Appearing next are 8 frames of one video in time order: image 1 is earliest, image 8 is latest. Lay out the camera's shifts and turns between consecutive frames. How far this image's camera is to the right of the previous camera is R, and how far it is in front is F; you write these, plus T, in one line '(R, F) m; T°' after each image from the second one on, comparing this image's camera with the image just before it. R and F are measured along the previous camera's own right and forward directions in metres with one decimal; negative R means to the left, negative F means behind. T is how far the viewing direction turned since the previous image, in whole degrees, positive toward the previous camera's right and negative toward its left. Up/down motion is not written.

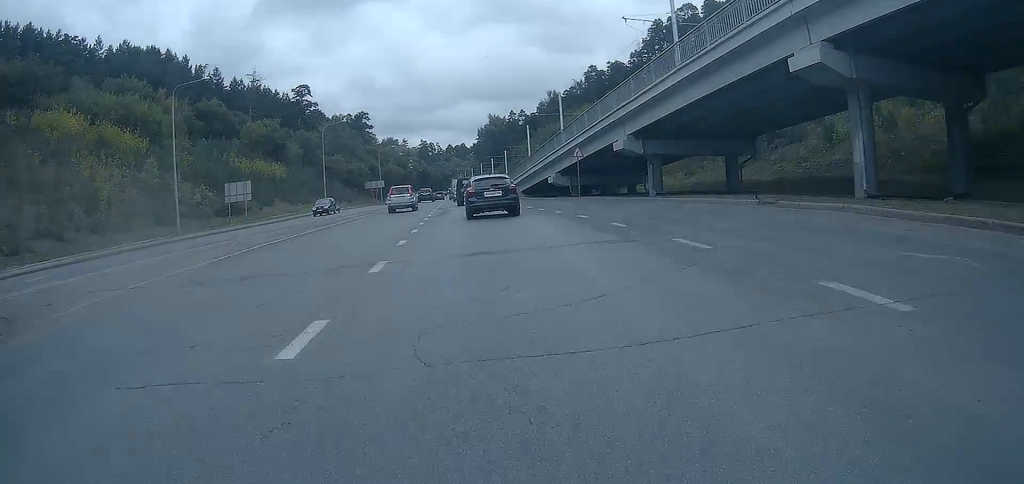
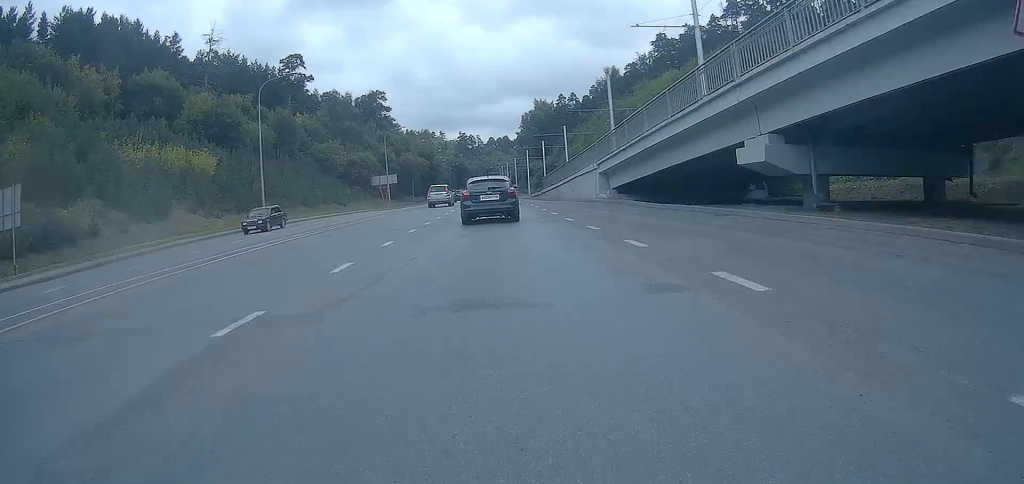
(-2.5, +35.3) m; -8°
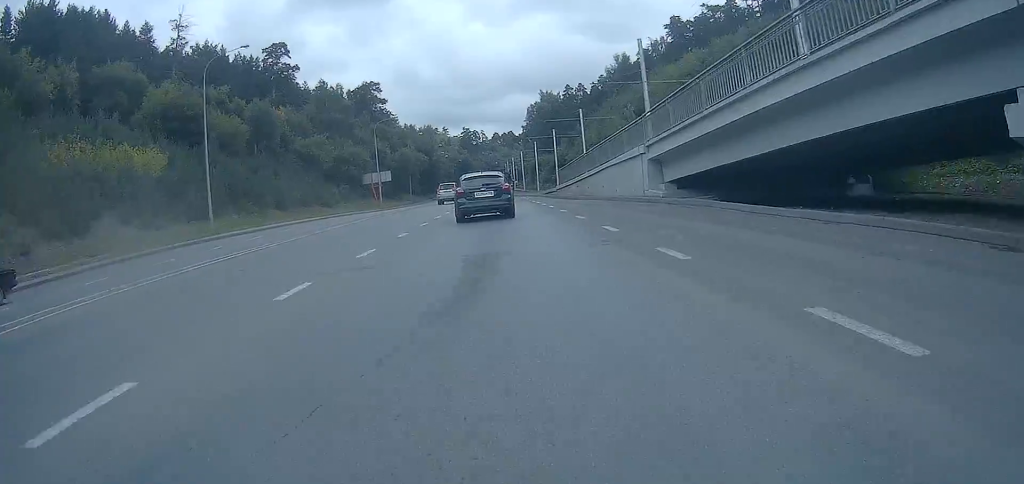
(-0.1, +10.6) m; 0°
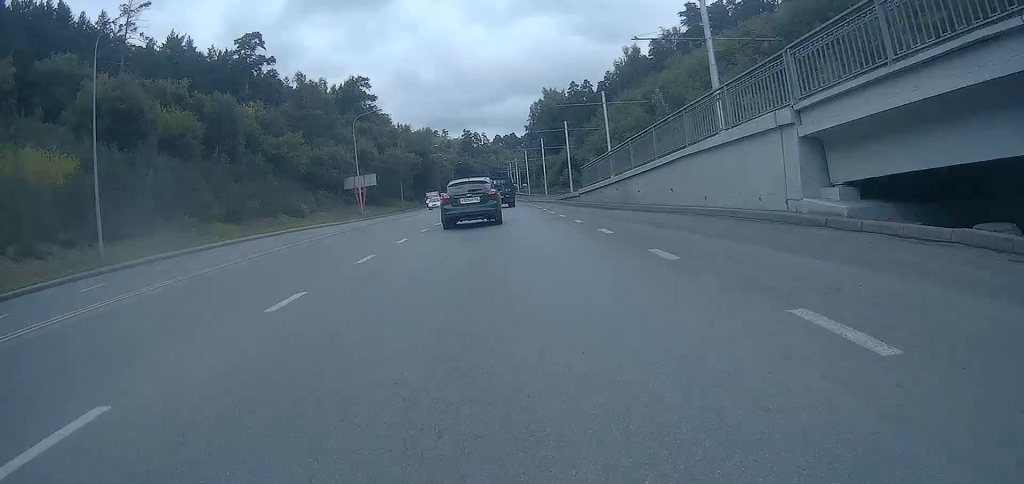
(+0.1, +12.8) m; 0°
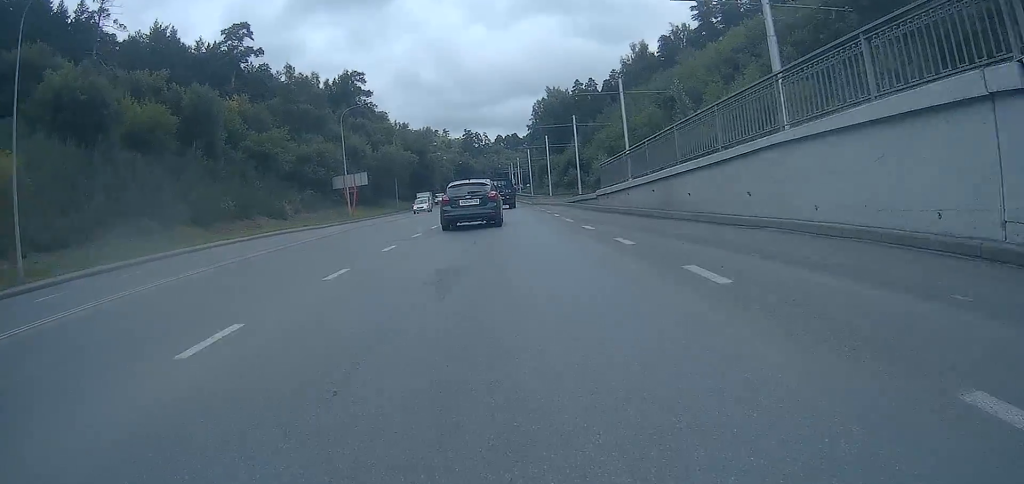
(0.0, +6.2) m; 0°
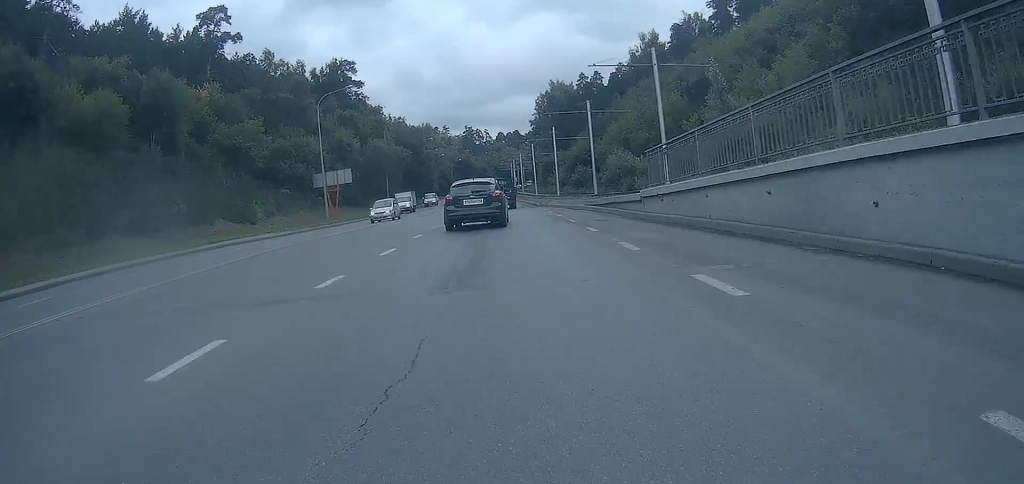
(-0.2, +8.9) m; -1°
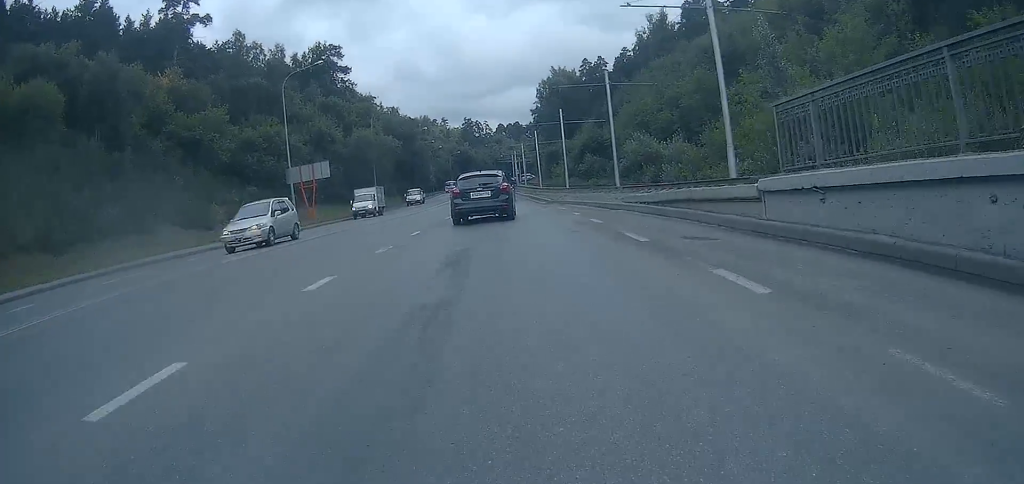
(0.0, +9.2) m; 0°
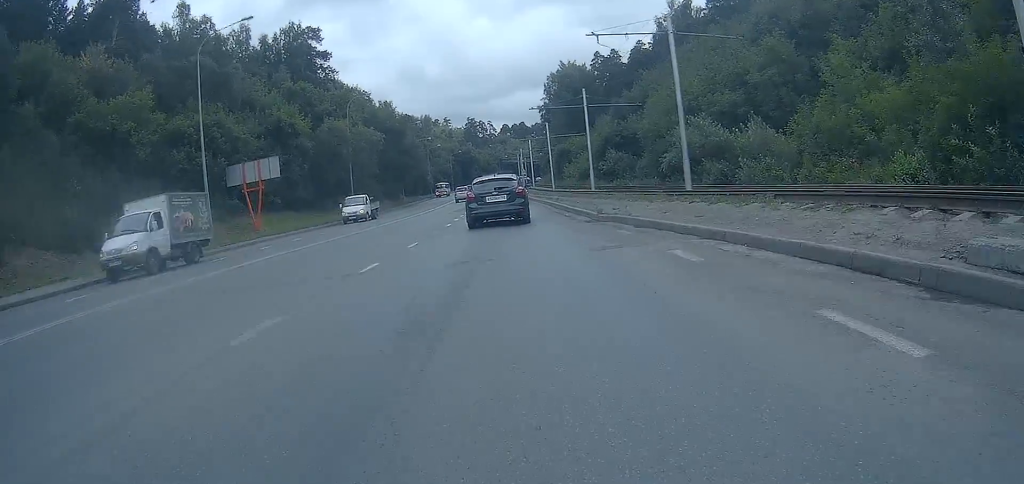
(-0.1, +15.0) m; 0°
